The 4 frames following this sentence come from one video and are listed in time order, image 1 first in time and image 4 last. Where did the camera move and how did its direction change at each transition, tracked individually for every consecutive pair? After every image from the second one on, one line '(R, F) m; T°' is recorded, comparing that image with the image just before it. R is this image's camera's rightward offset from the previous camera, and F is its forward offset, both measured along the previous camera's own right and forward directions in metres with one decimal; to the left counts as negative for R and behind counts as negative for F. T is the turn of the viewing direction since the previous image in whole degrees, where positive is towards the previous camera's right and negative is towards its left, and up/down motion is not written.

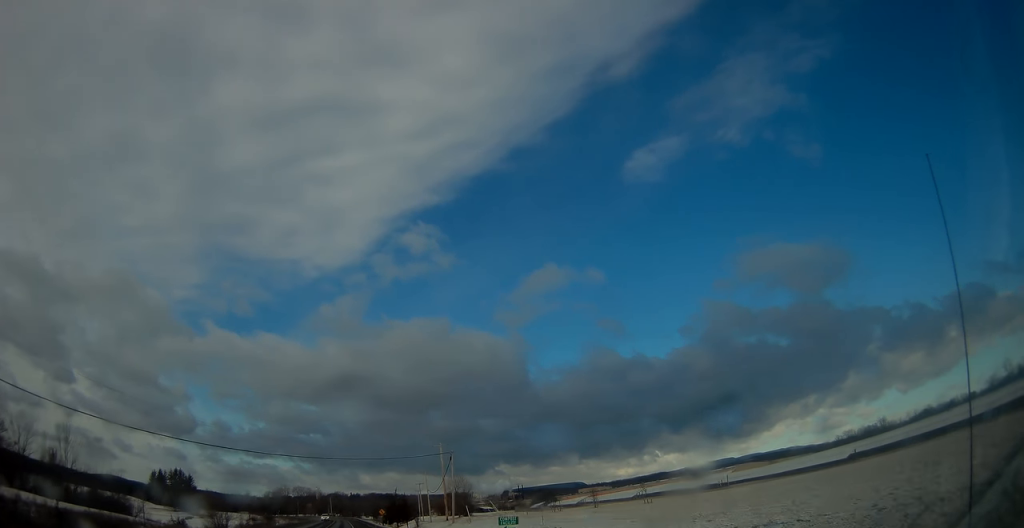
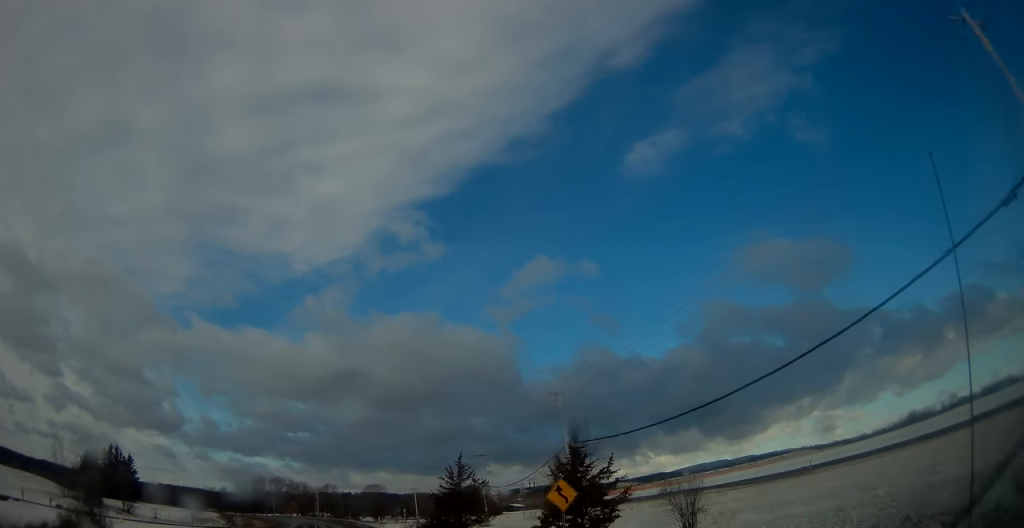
(+1.4, +80.6) m; +1°
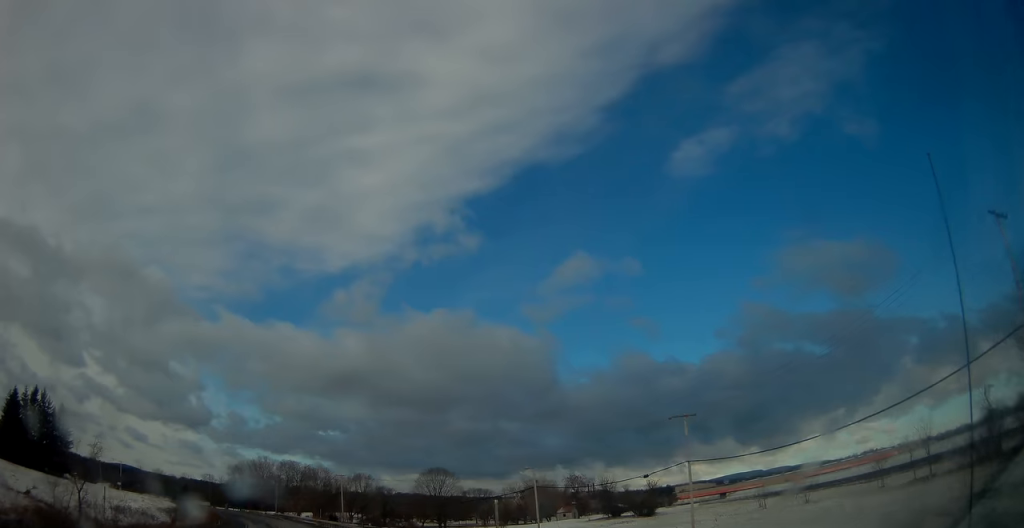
(-1.6, +80.1) m; -4°
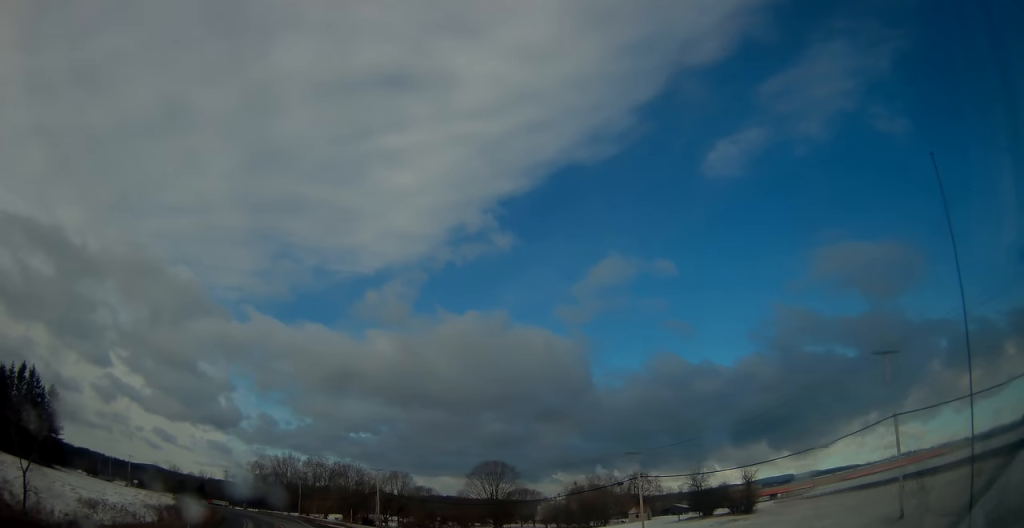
(-0.8, +21.0) m; -3°
